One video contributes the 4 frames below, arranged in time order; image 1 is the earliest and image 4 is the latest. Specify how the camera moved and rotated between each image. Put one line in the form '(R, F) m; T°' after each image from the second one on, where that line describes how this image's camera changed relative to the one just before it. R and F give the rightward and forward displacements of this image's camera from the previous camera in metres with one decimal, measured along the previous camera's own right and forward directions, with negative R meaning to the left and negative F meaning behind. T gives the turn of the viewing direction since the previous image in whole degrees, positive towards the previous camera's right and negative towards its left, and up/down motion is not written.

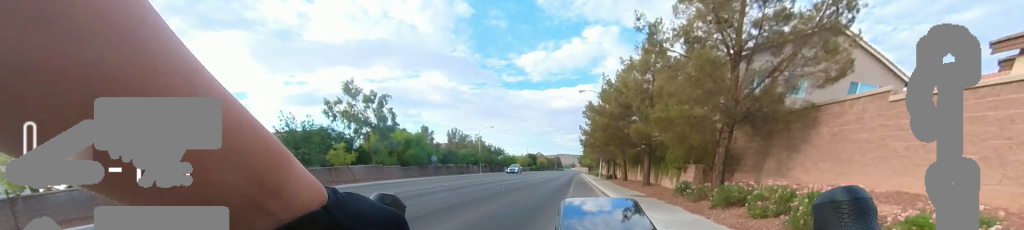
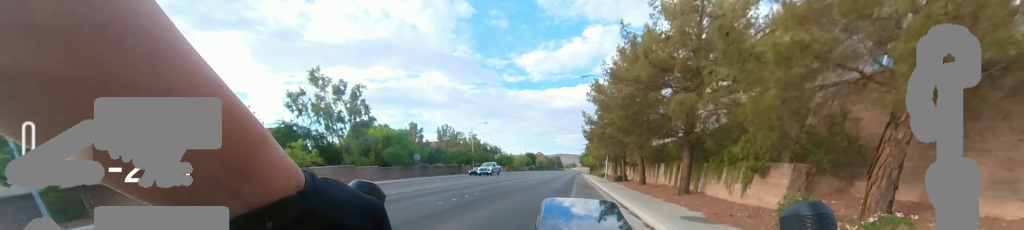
(0.0, +5.2) m; 0°
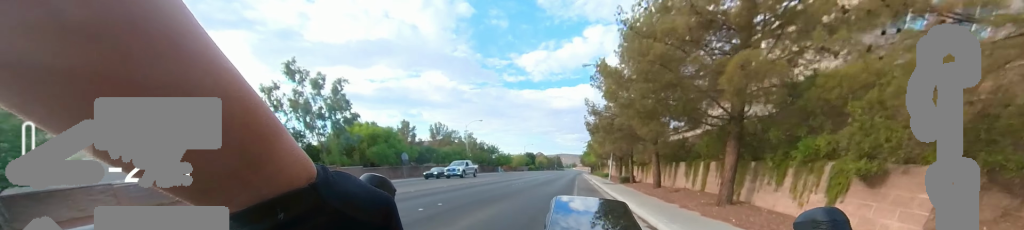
(0.0, +2.9) m; +4°
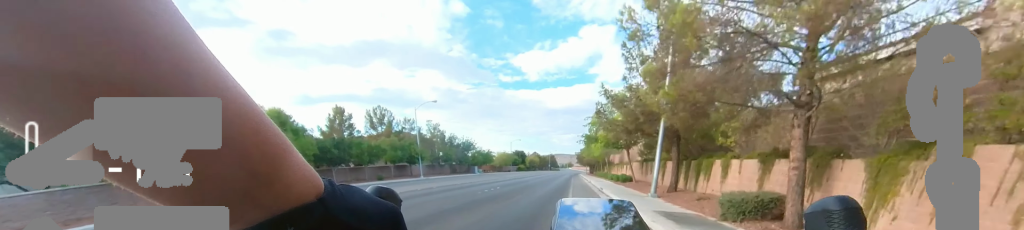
(+1.5, +15.4) m; 0°
